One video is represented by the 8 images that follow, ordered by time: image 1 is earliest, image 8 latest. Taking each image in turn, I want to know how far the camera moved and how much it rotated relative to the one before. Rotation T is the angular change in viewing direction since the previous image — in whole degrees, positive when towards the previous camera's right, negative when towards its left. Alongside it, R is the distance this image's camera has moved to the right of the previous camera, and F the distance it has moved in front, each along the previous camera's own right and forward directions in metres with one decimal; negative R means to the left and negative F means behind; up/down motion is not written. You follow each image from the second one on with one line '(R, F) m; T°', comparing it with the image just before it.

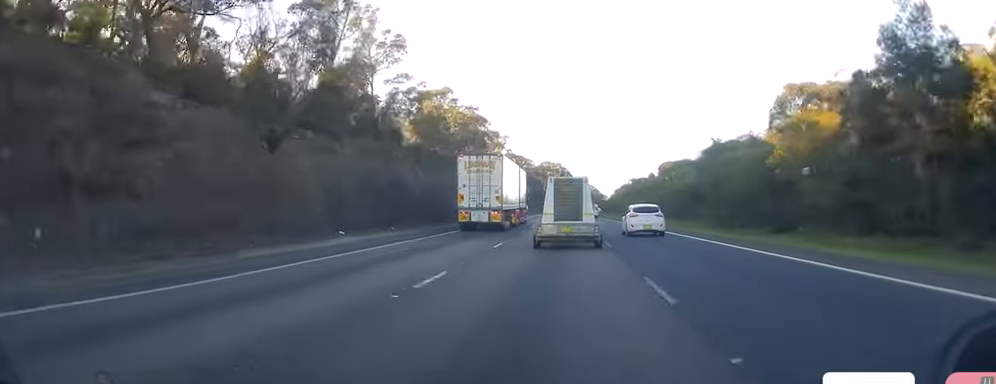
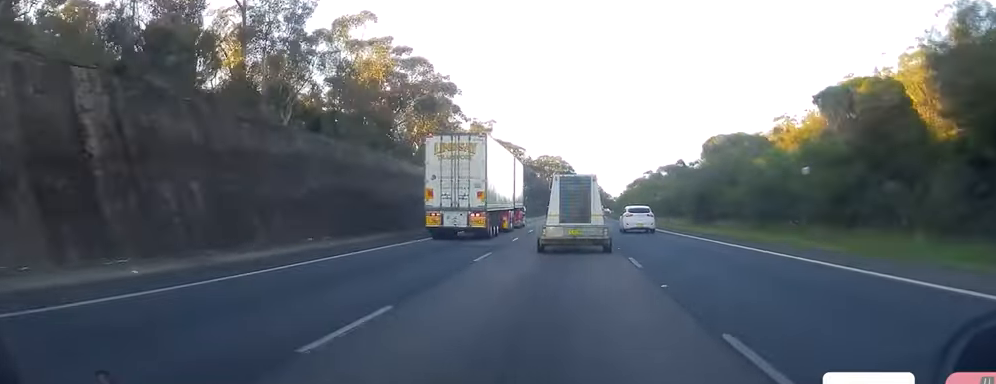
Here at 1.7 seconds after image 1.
(-0.6, +41.8) m; 0°
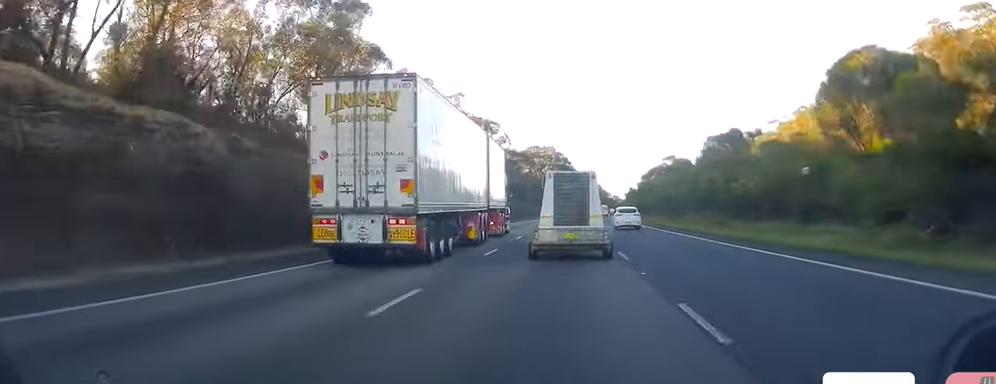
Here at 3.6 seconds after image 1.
(+0.8, +44.6) m; +1°
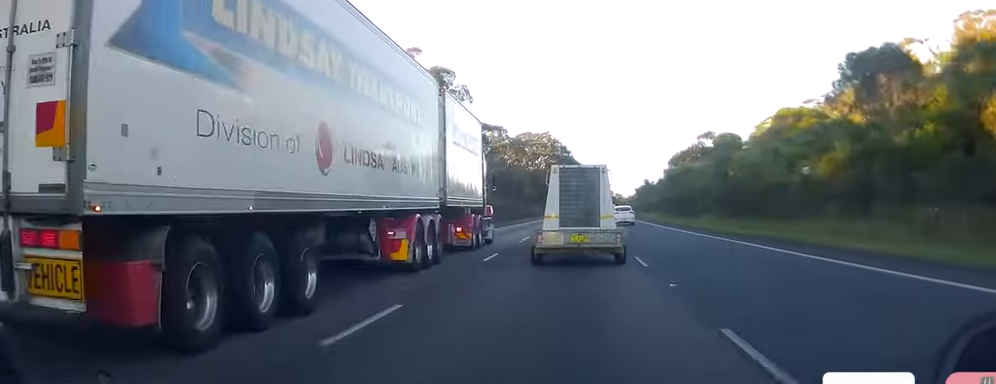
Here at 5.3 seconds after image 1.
(-0.1, +38.6) m; +2°
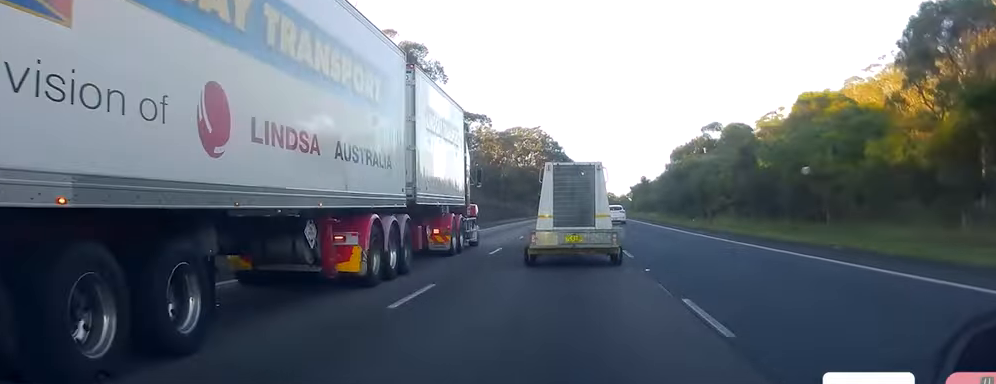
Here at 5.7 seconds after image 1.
(+0.4, +9.5) m; 0°
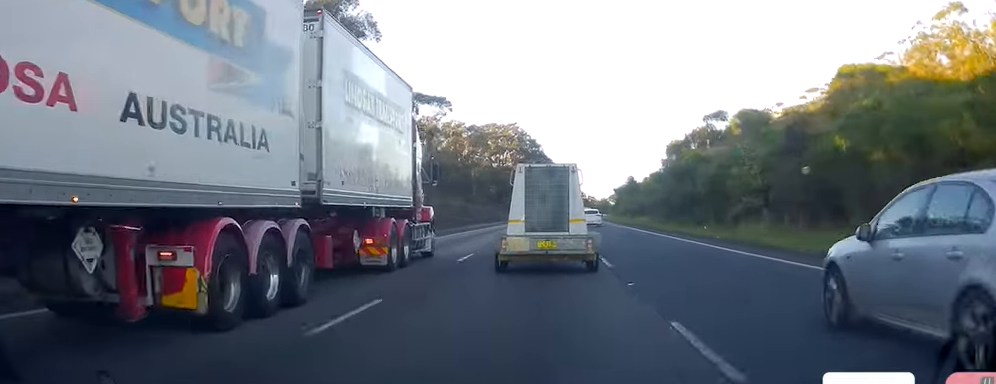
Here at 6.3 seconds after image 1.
(+0.4, +14.2) m; 0°
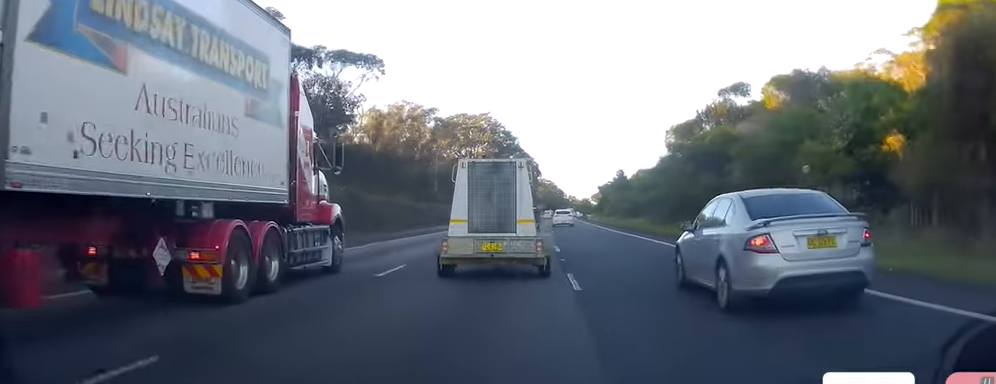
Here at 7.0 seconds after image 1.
(-0.8, +17.2) m; 0°
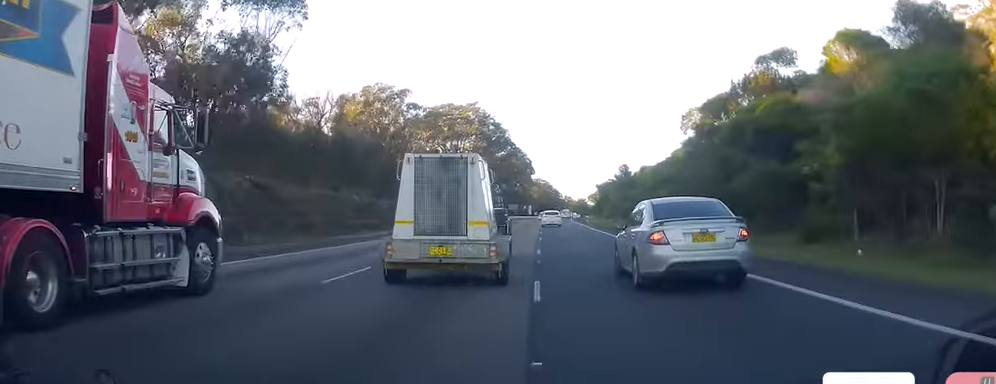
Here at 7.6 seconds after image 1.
(+0.2, +13.4) m; +1°
